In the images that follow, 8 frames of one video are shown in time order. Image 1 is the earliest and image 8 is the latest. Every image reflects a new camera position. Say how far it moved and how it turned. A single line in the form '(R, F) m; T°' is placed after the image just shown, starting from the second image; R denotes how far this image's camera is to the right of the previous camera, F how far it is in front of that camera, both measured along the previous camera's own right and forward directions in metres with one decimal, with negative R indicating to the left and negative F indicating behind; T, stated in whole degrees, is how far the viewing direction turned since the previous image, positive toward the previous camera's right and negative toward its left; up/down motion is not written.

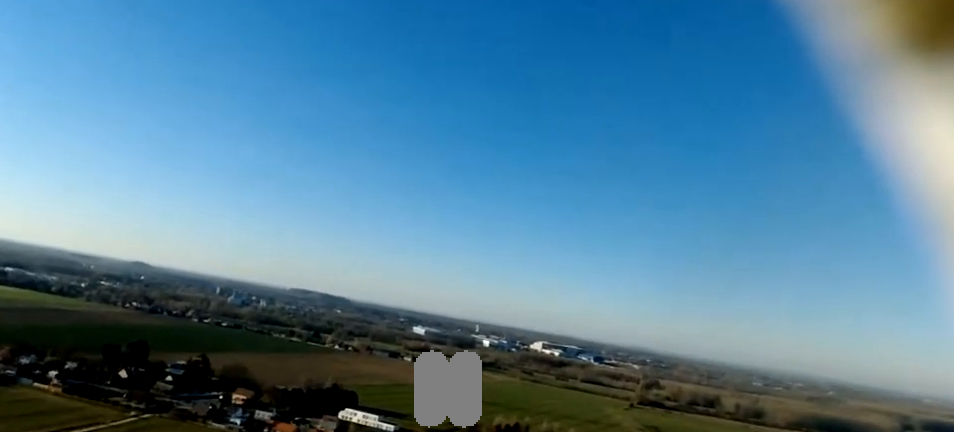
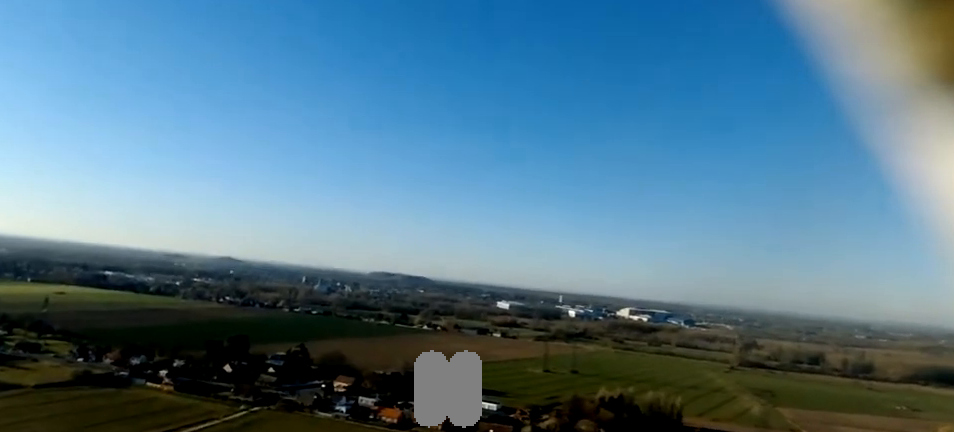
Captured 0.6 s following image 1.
(-0.9, +10.1) m; -3°
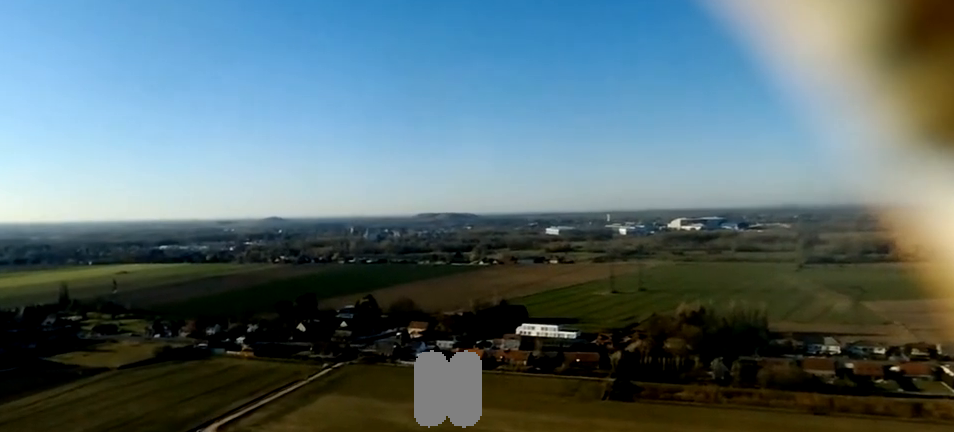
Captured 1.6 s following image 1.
(-0.5, +17.0) m; +1°
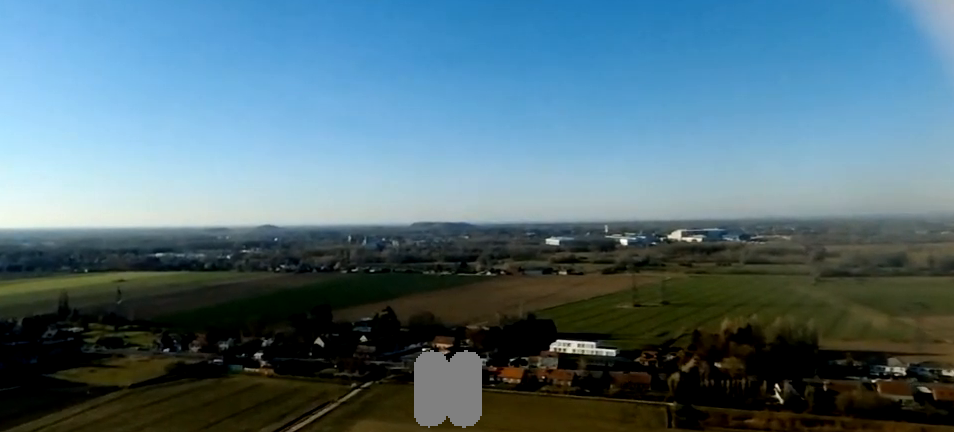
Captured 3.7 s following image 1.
(+3.3, +37.2) m; +3°
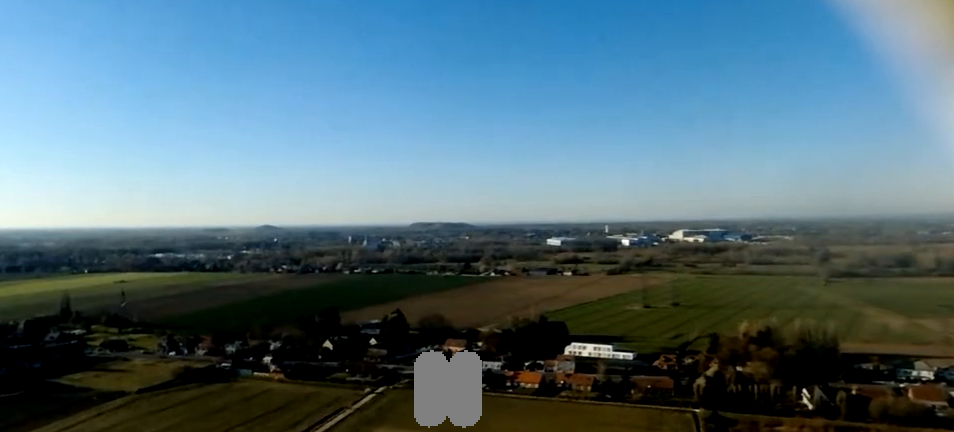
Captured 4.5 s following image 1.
(-0.6, +12.6) m; -1°
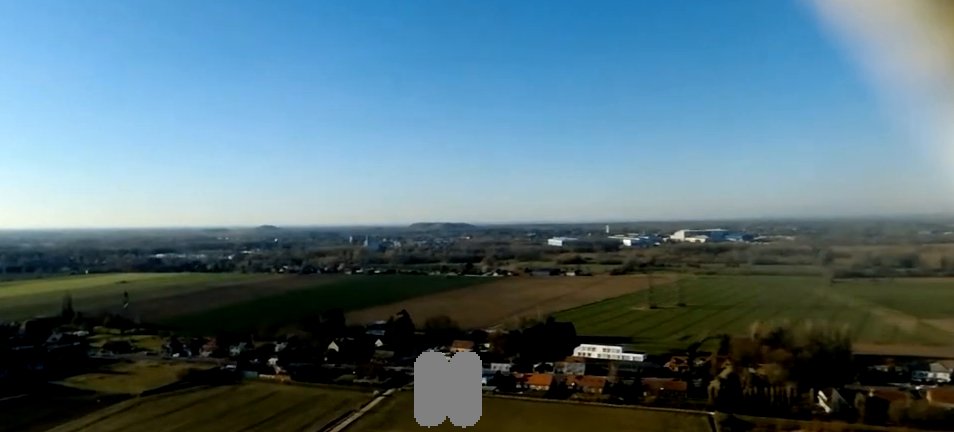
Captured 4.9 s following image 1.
(-0.6, +6.6) m; 0°
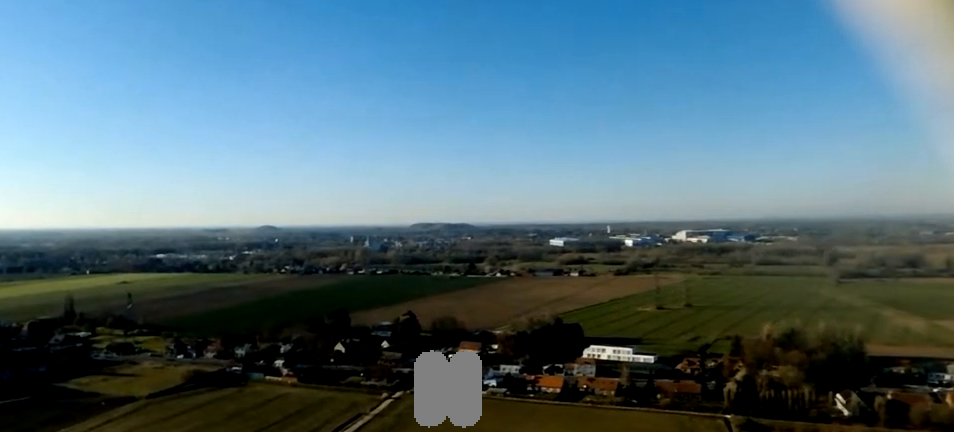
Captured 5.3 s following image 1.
(+0.3, +7.5) m; 0°
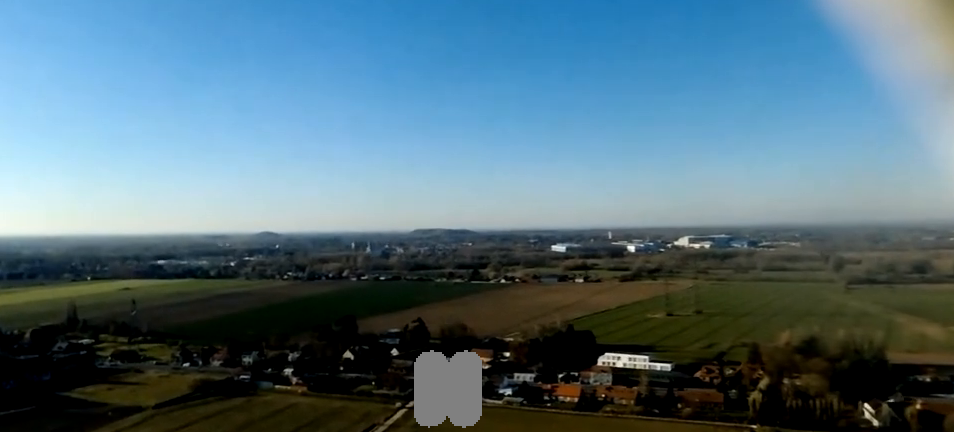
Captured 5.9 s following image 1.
(+0.8, +11.9) m; 0°
